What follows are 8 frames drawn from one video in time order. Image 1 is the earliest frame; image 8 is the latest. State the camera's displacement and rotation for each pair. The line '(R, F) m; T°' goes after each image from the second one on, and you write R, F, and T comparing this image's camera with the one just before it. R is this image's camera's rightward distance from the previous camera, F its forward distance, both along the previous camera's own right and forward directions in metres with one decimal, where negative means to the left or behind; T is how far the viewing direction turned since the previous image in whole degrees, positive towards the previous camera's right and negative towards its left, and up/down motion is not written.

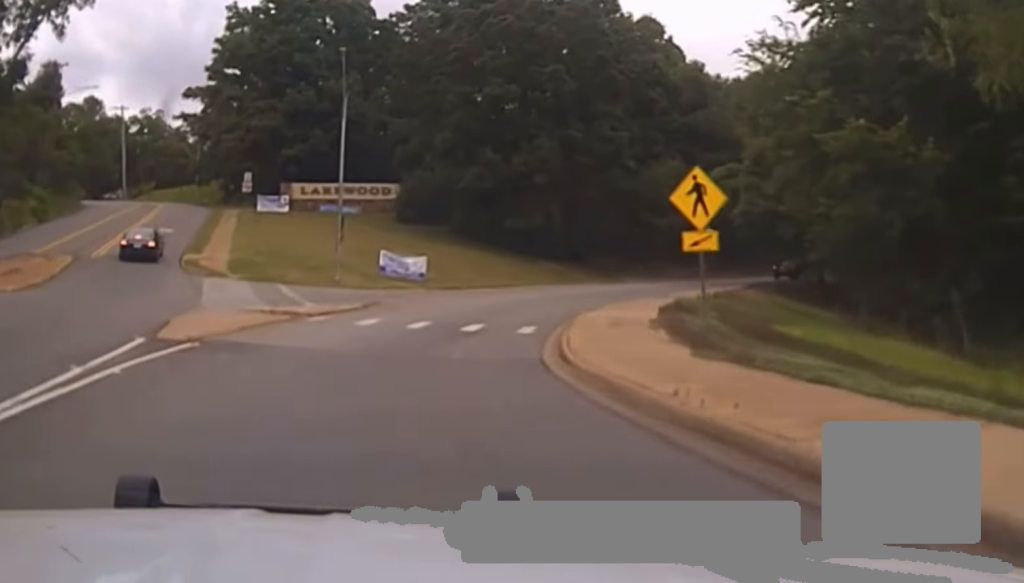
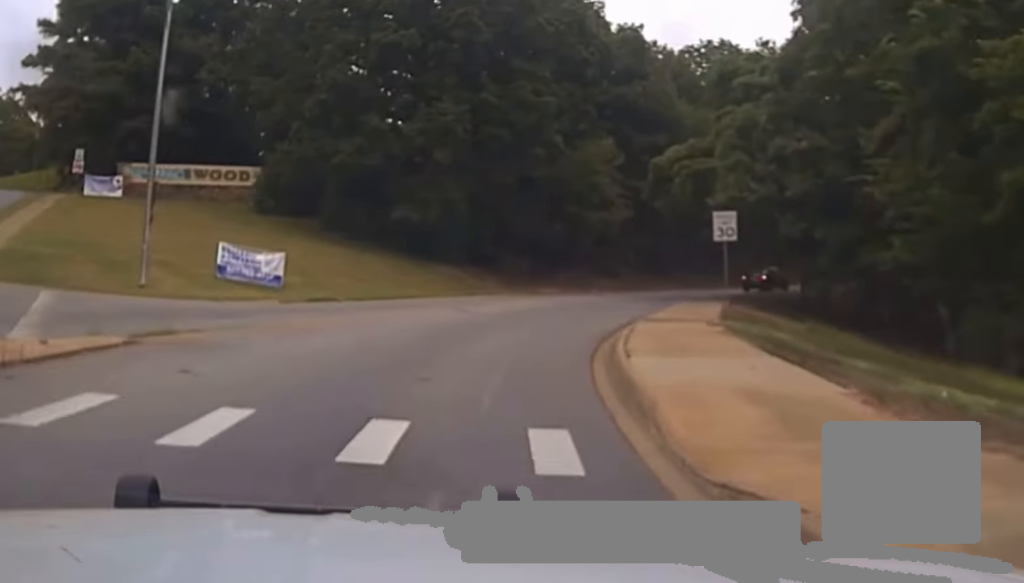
(+1.1, +16.4) m; +11°
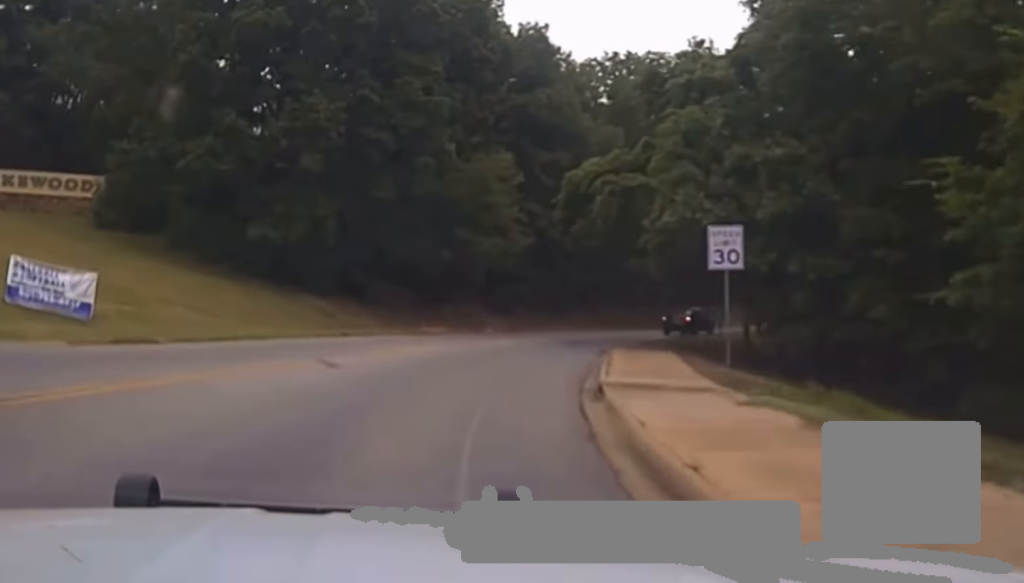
(-0.4, +9.4) m; +7°
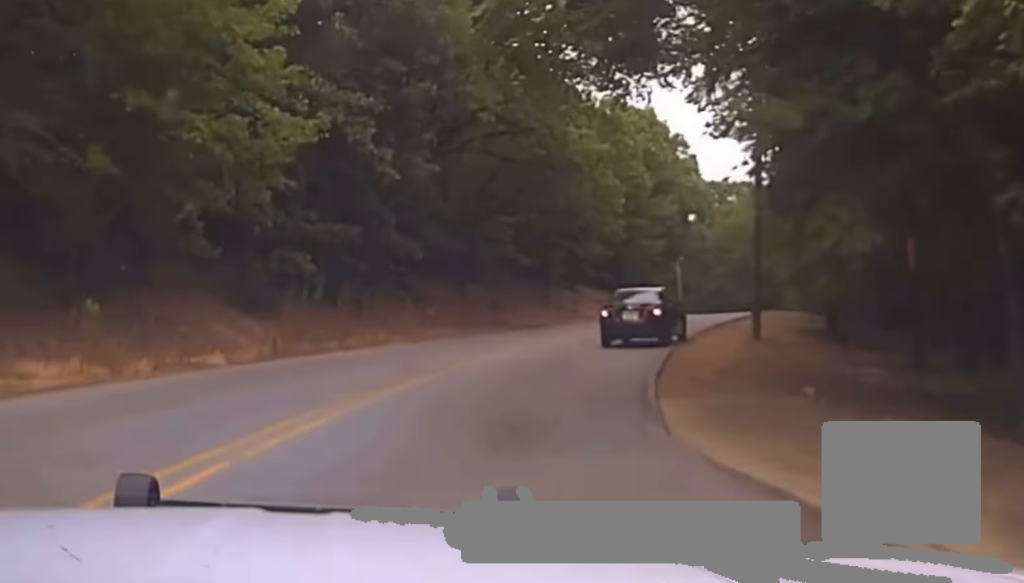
(+5.7, +29.1) m; +11°
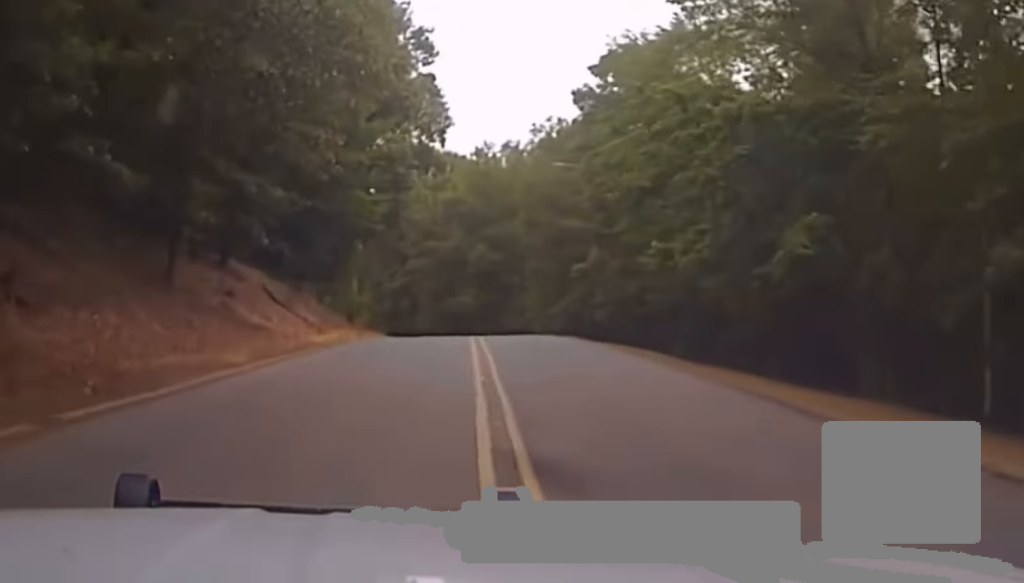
(0.0, +31.2) m; +1°
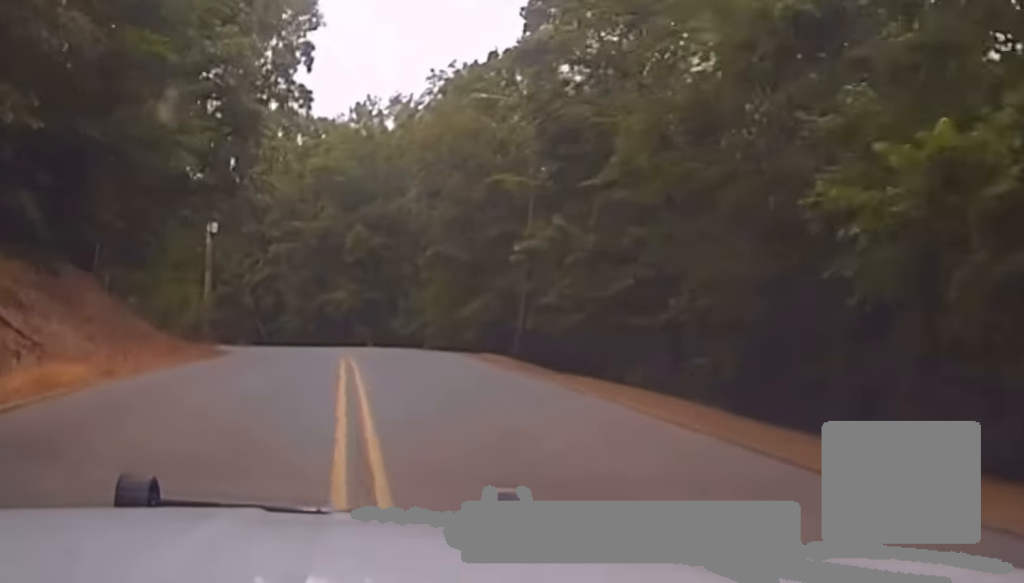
(+0.4, +17.2) m; +8°
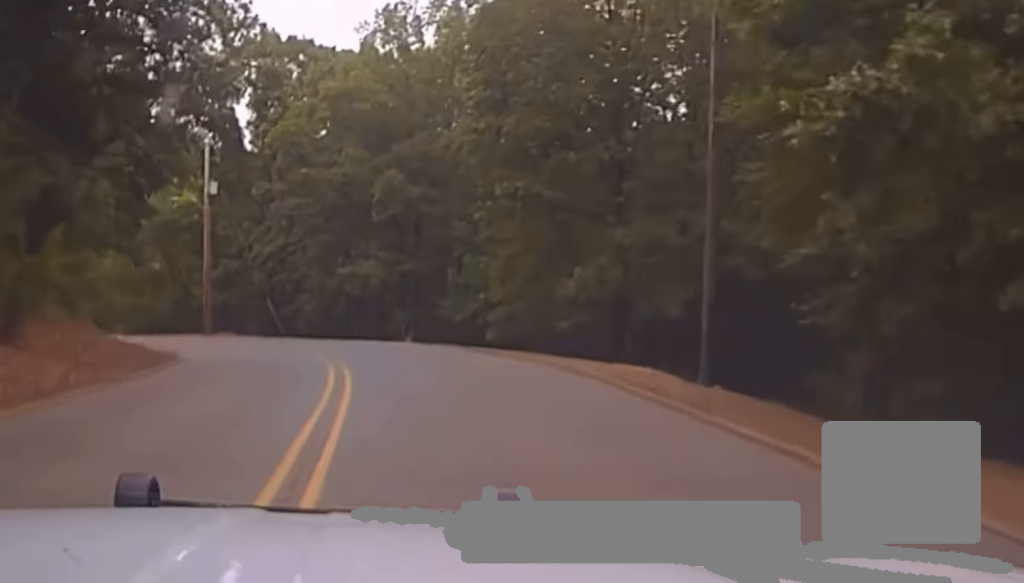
(+1.9, +17.0) m; 0°
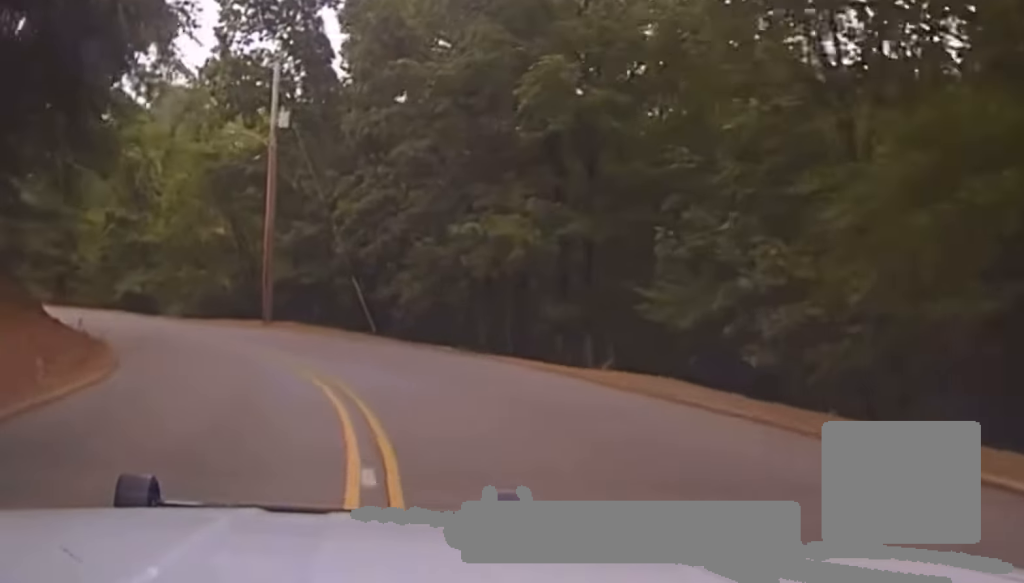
(-1.6, +20.6) m; -8°
